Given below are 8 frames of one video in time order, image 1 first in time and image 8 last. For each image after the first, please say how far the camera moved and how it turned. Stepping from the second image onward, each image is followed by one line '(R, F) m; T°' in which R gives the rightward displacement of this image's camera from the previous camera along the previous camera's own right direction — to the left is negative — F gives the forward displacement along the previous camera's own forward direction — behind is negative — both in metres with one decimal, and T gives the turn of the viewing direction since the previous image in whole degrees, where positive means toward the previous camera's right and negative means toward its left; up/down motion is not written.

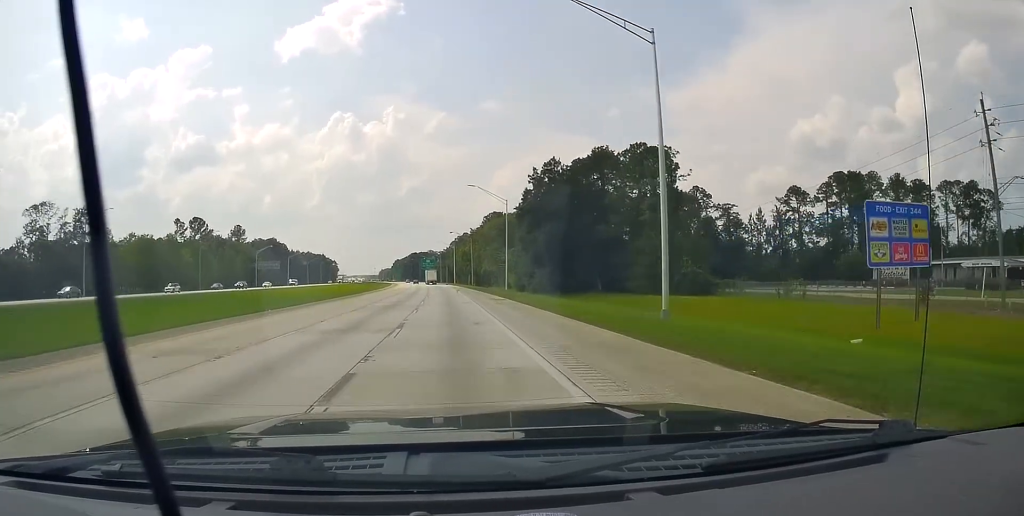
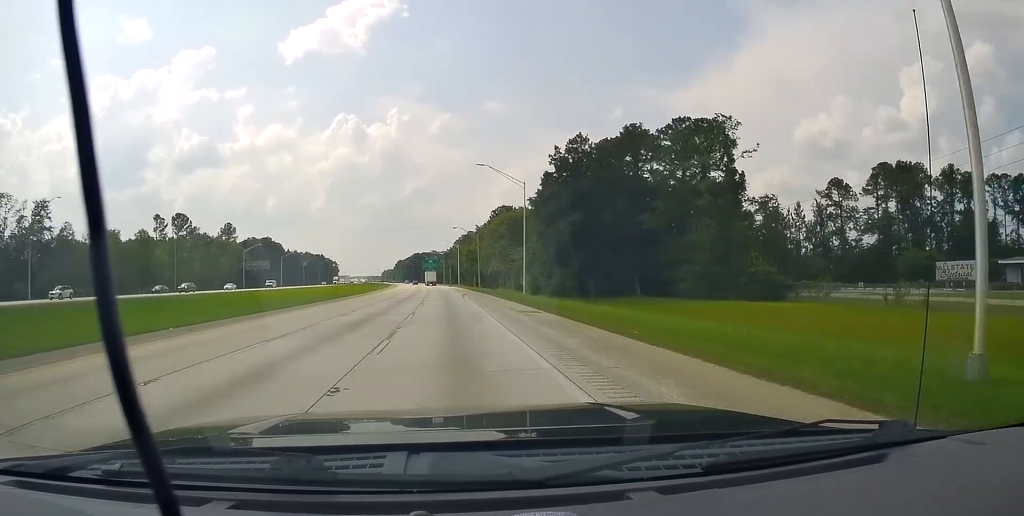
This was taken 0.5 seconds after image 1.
(0.0, +15.6) m; 0°
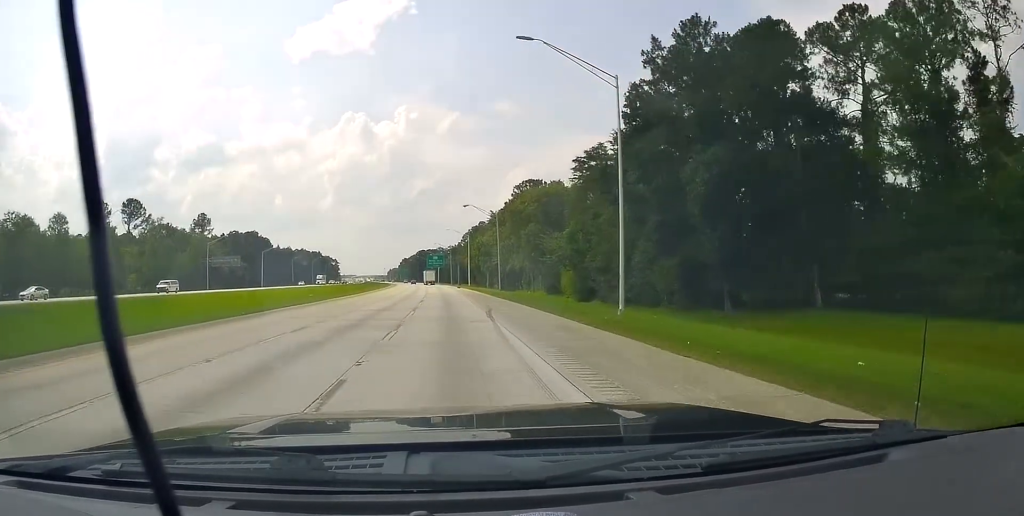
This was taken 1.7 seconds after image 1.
(+0.1, +33.7) m; 0°
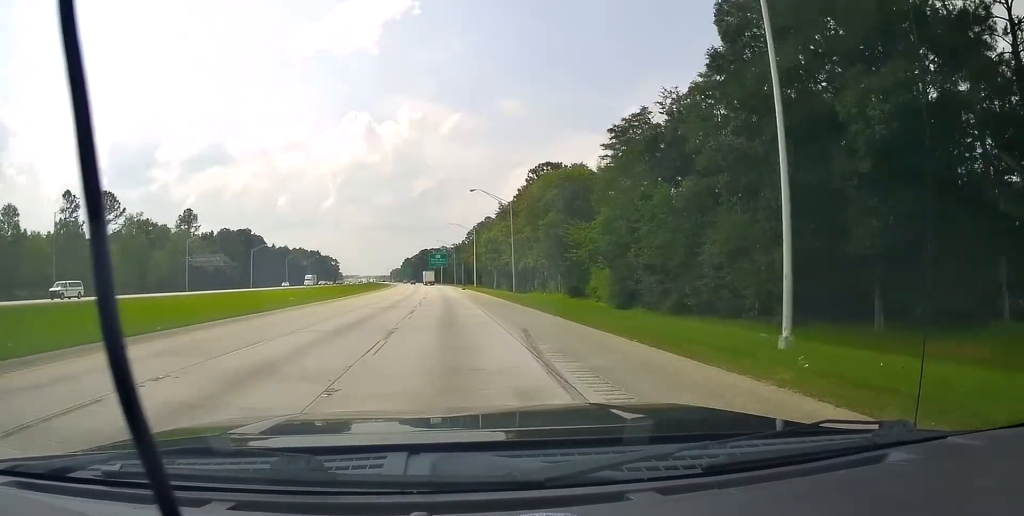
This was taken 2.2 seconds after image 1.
(-0.1, +14.6) m; 0°
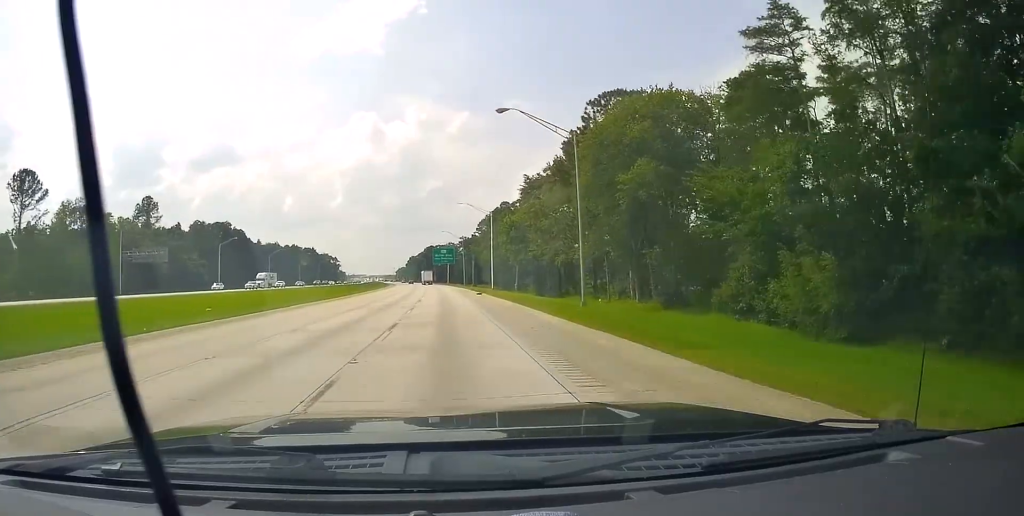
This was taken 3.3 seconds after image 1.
(-0.1, +33.2) m; -1°
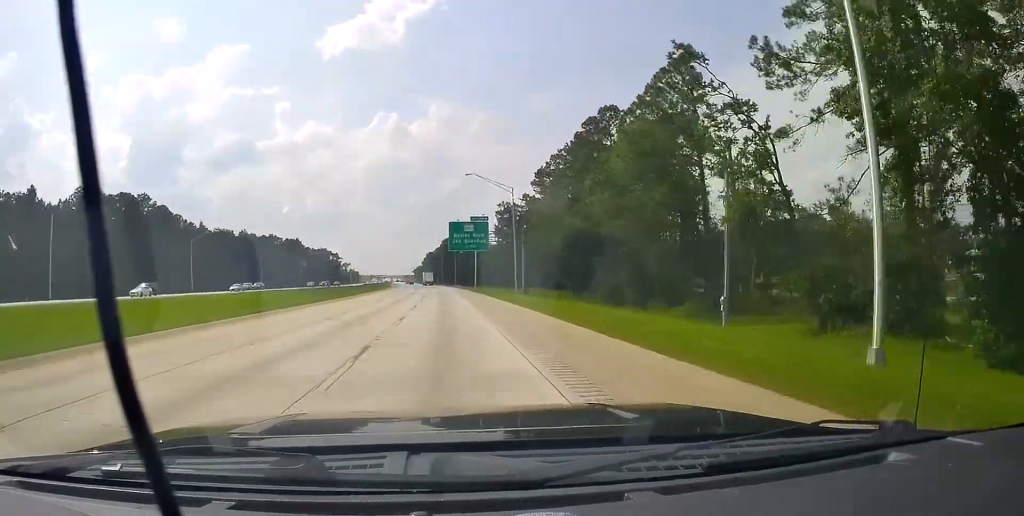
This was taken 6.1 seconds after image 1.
(-1.5, +81.4) m; -2°
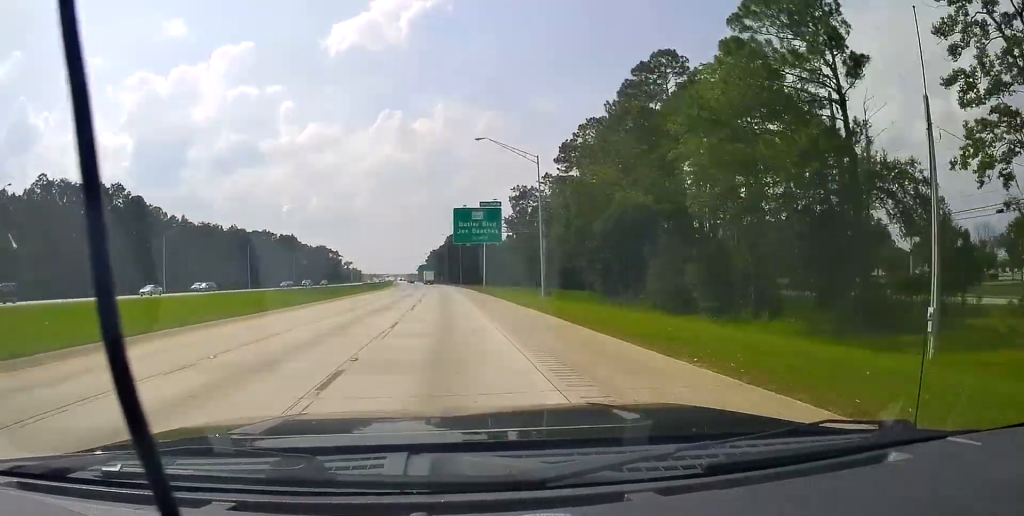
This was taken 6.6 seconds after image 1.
(-0.3, +16.2) m; 0°
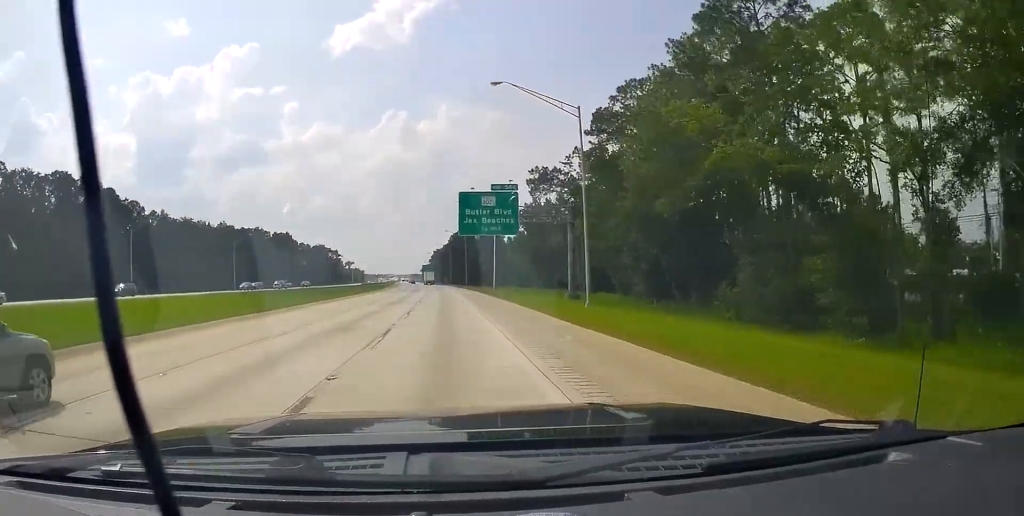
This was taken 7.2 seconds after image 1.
(-0.3, +15.2) m; 0°
